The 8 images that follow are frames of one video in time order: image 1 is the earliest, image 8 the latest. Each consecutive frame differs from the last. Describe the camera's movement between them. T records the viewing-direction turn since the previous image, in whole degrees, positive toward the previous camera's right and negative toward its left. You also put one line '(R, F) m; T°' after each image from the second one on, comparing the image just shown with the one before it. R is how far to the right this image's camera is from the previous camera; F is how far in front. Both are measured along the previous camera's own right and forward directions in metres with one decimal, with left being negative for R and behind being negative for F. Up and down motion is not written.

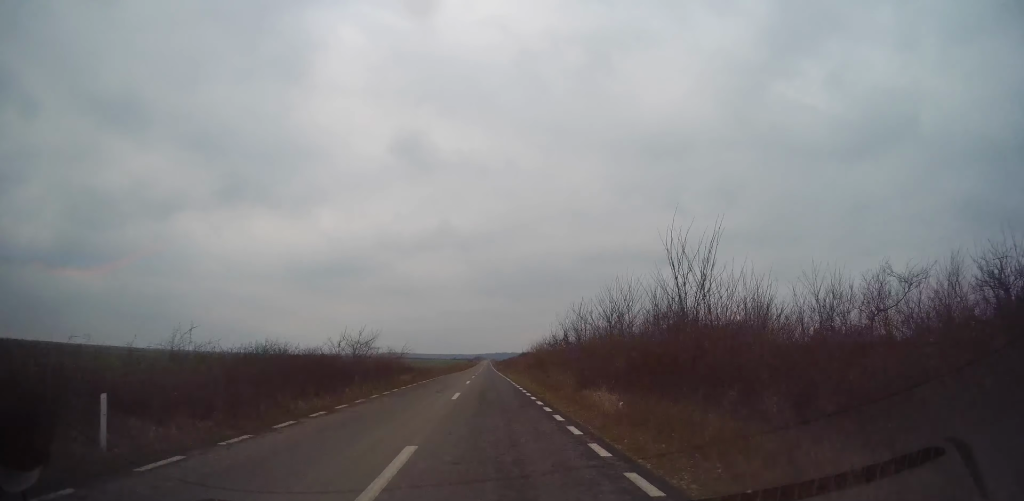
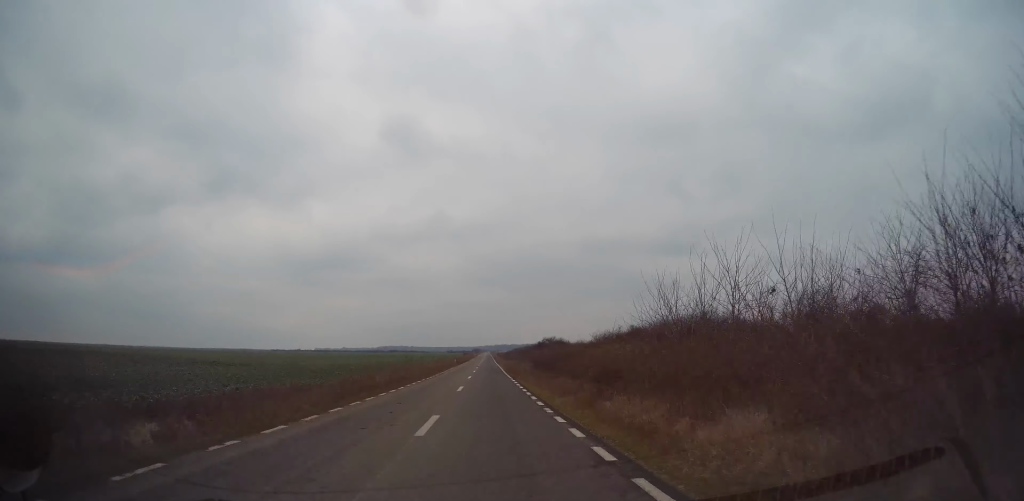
(+0.6, +54.6) m; +1°
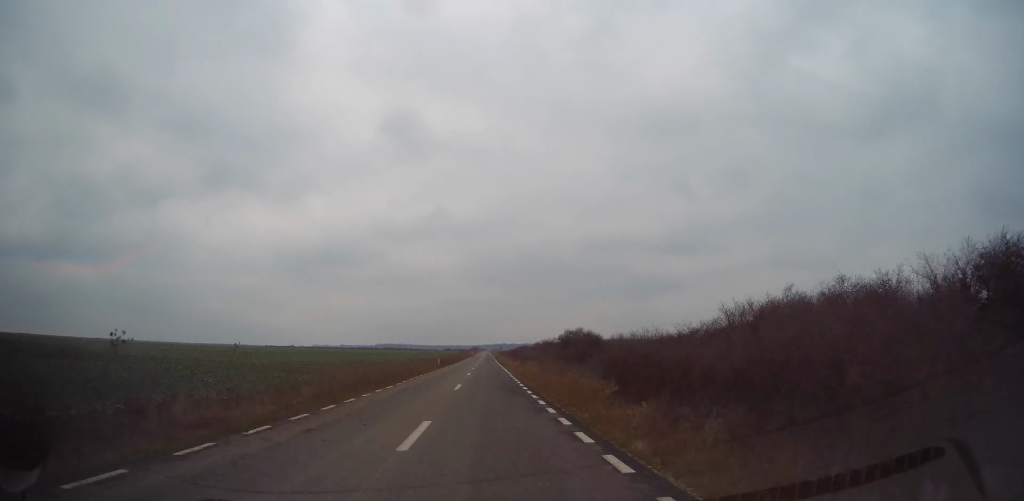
(-0.4, +25.1) m; -1°
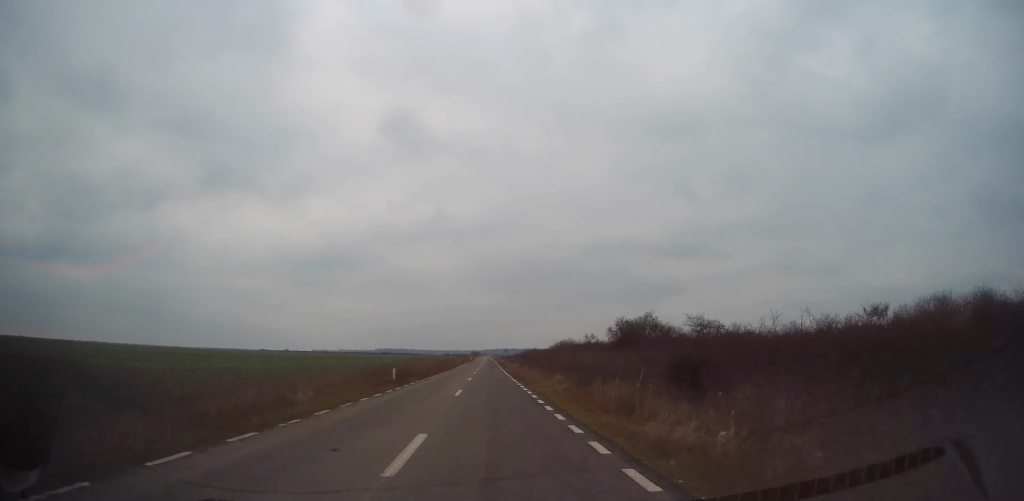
(0.0, +25.1) m; 0°
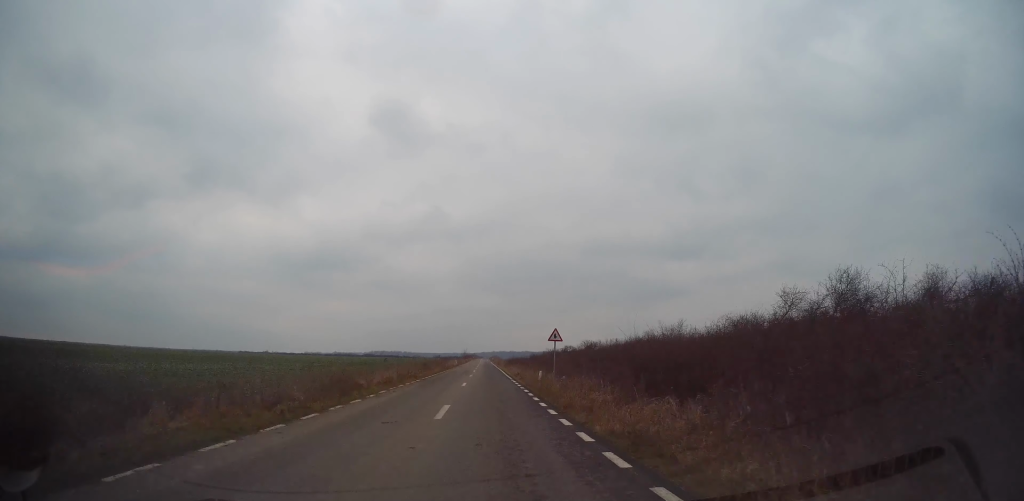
(0.0, +66.3) m; 0°
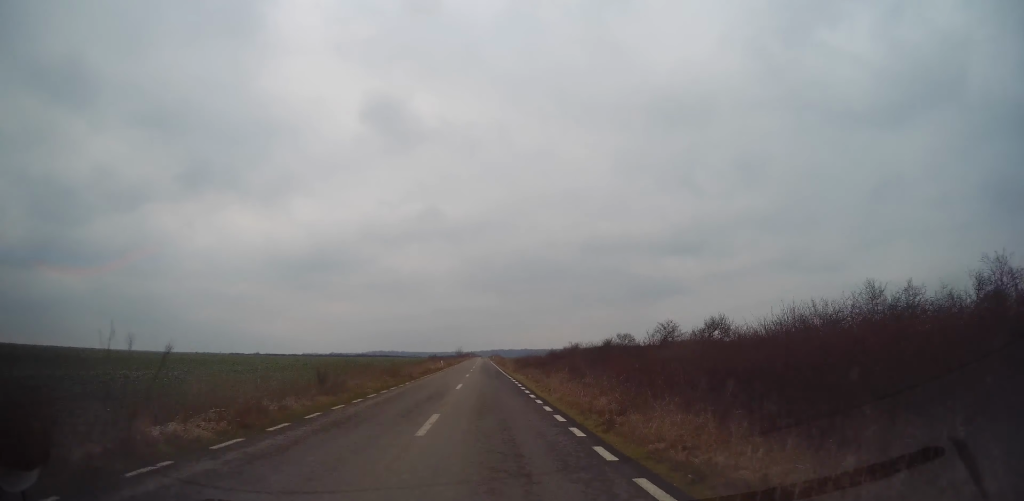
(+0.1, +25.7) m; 0°
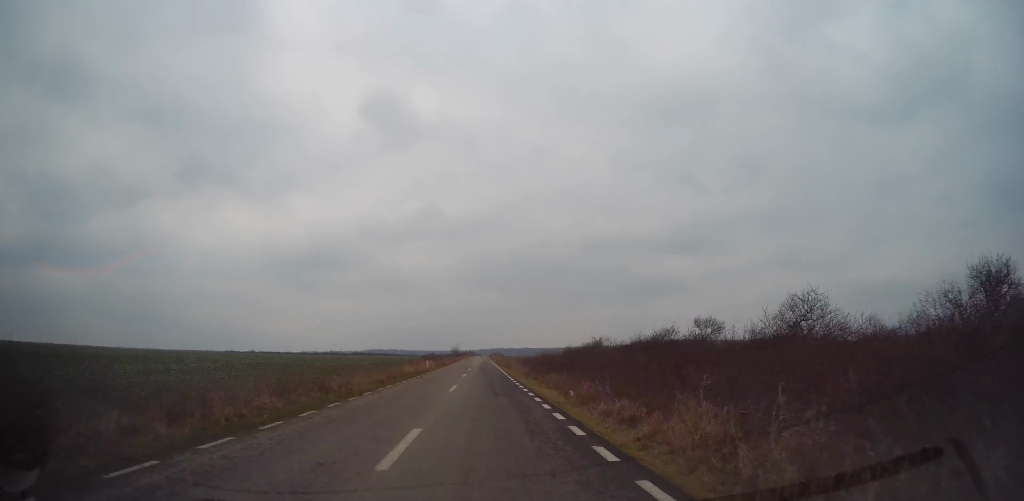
(+0.2, +14.2) m; 0°
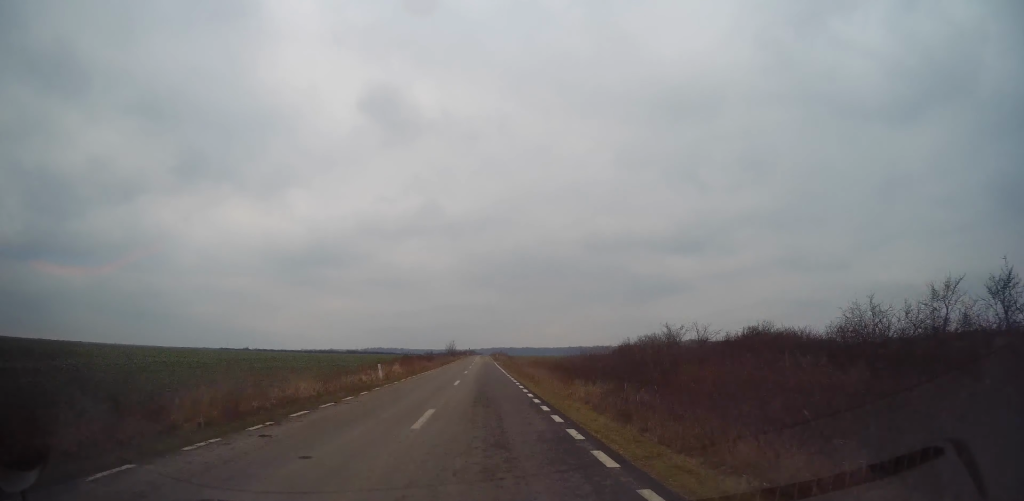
(-0.1, +20.4) m; 0°
